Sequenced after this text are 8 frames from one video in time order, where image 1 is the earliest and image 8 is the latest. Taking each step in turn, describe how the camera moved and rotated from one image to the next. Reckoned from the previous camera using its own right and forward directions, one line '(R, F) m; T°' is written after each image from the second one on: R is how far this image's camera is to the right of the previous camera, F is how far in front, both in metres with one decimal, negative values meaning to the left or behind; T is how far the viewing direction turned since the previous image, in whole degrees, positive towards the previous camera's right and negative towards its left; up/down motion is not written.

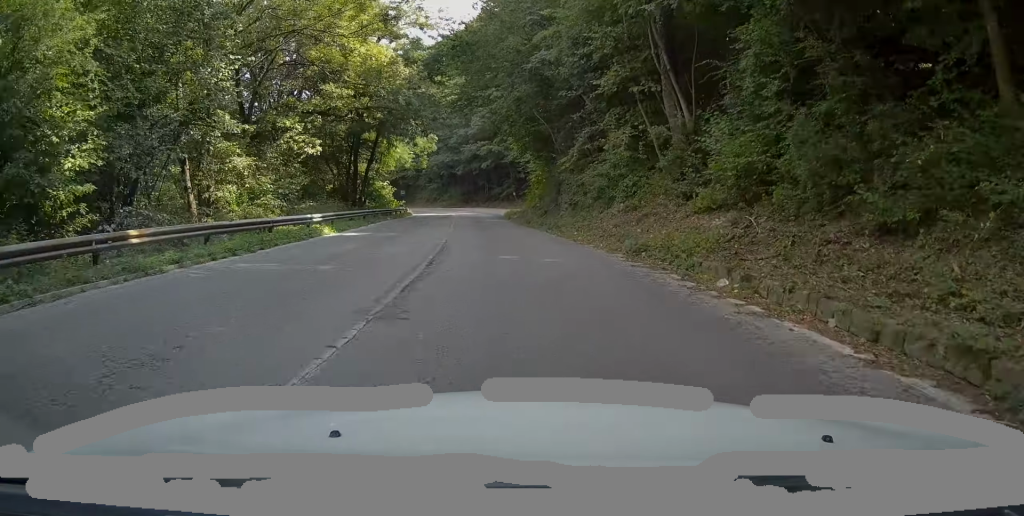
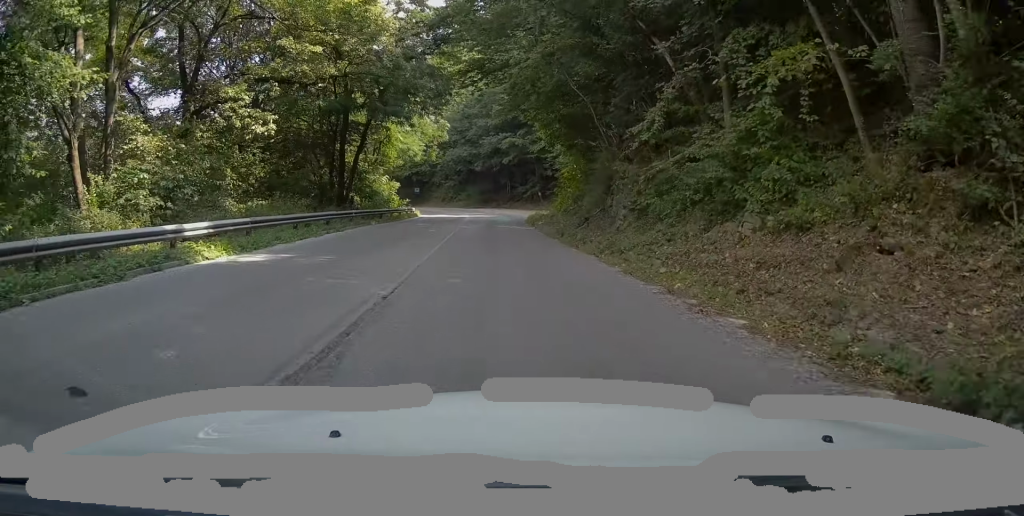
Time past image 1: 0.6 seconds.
(0.0, +9.4) m; 0°
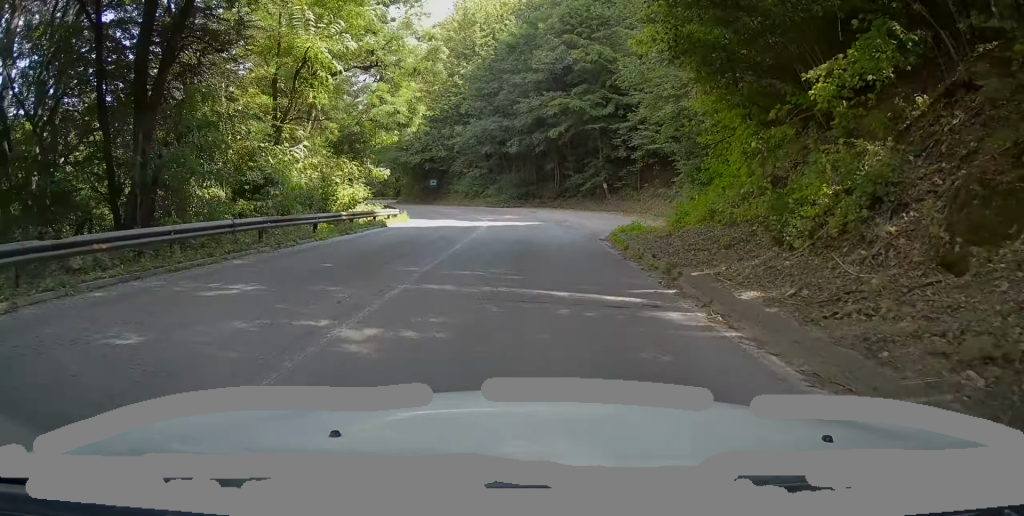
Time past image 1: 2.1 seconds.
(+0.1, +23.9) m; -2°
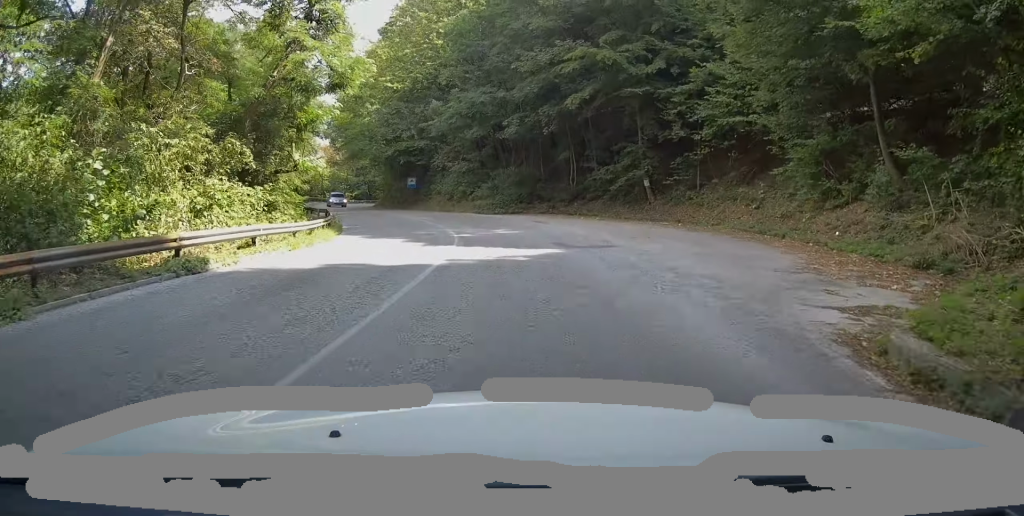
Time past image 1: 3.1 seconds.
(-0.6, +15.0) m; -3°
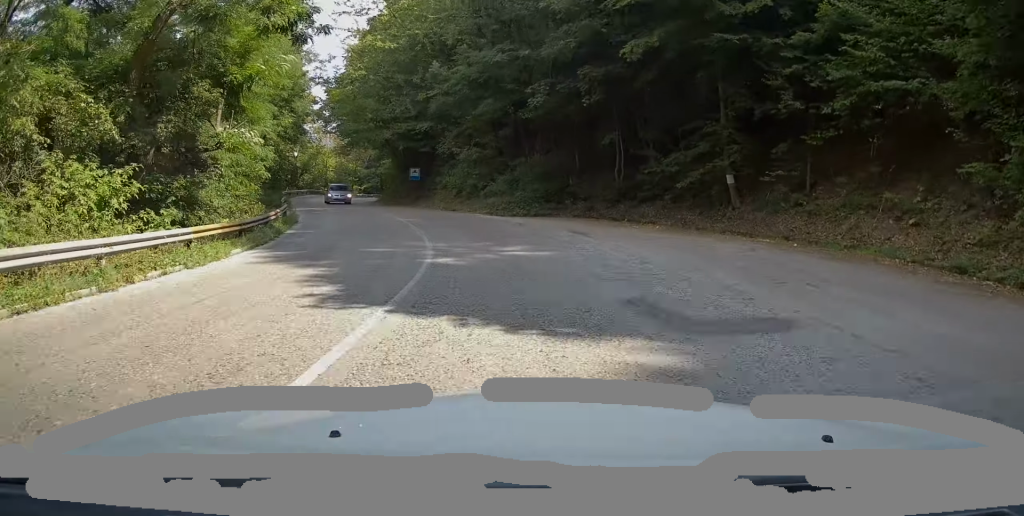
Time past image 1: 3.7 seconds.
(-0.2, +9.9) m; -2°
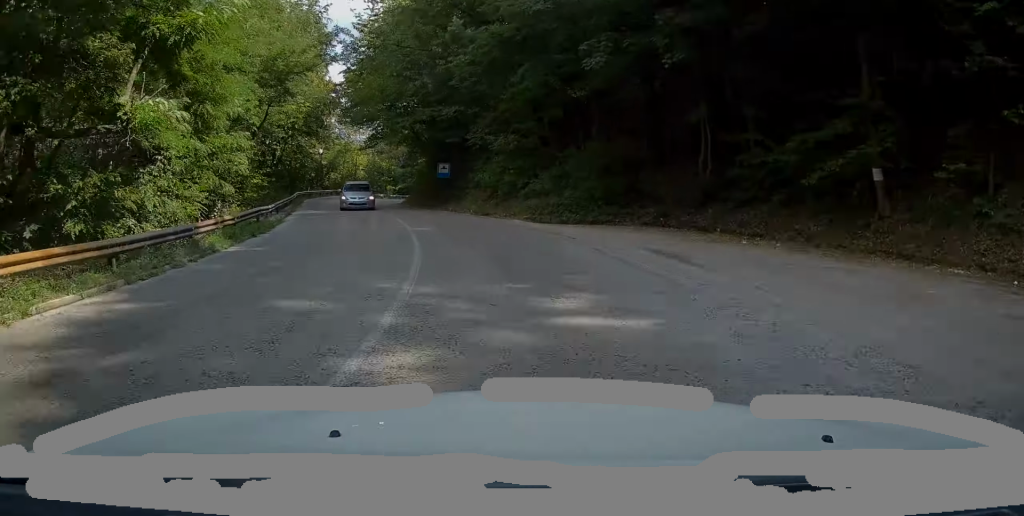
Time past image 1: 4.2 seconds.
(+0.1, +7.4) m; -2°
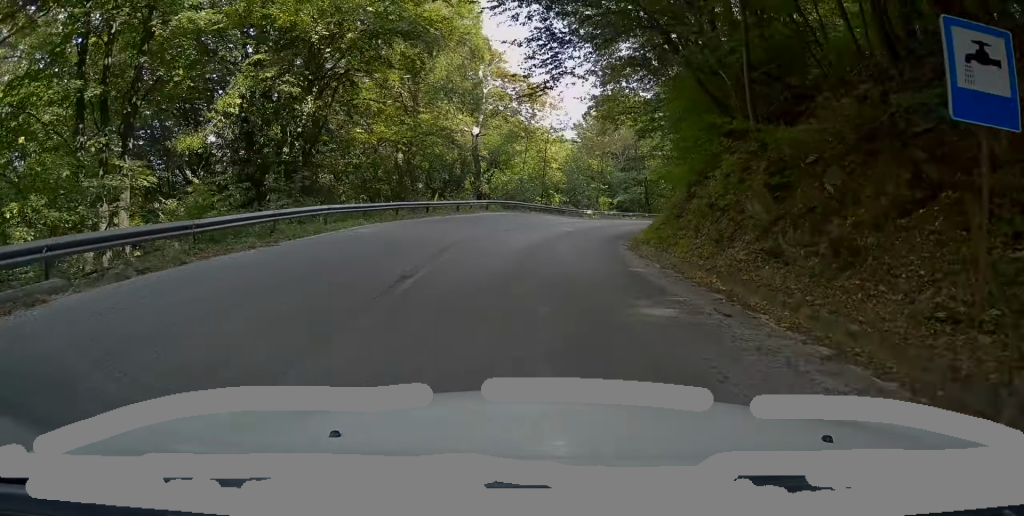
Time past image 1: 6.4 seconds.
(-2.9, +34.9) m; -9°
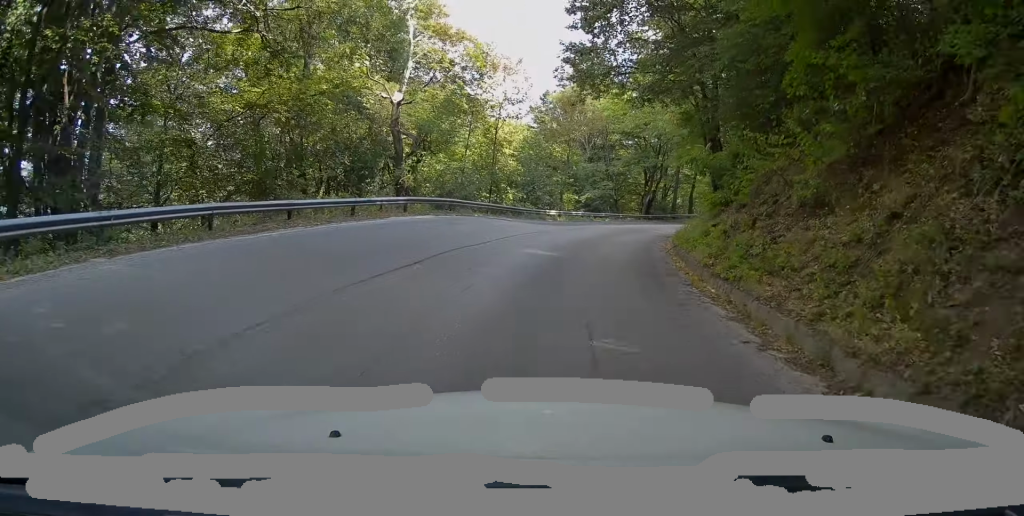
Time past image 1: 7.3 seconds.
(-0.4, +12.8) m; +1°
